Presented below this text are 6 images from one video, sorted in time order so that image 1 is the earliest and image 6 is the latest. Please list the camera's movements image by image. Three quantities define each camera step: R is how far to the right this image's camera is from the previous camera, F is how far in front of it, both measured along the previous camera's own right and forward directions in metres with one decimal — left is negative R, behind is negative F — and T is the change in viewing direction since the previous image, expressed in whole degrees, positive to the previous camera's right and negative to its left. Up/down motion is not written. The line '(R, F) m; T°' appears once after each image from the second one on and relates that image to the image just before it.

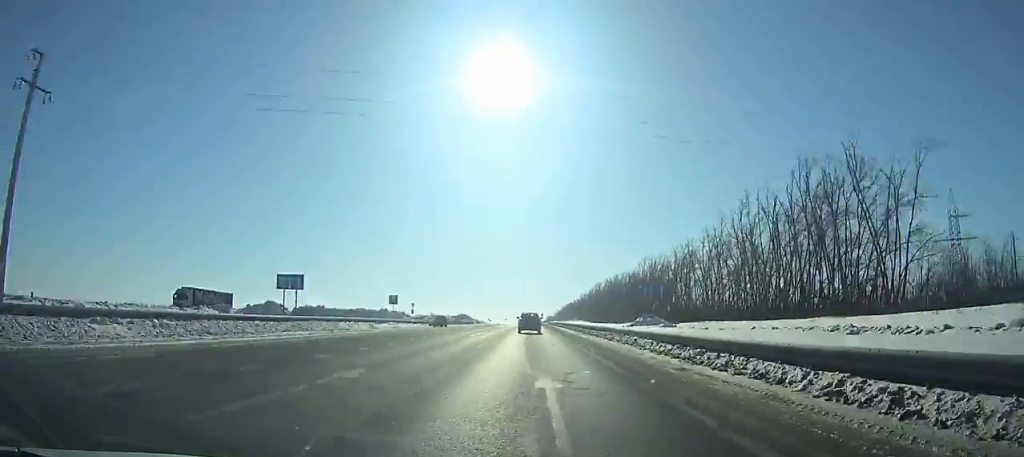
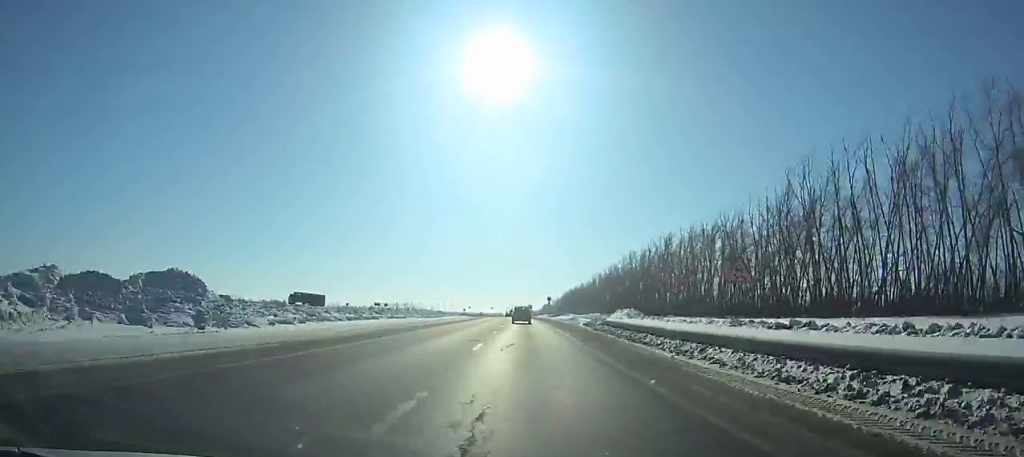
(+0.3, +119.5) m; 0°
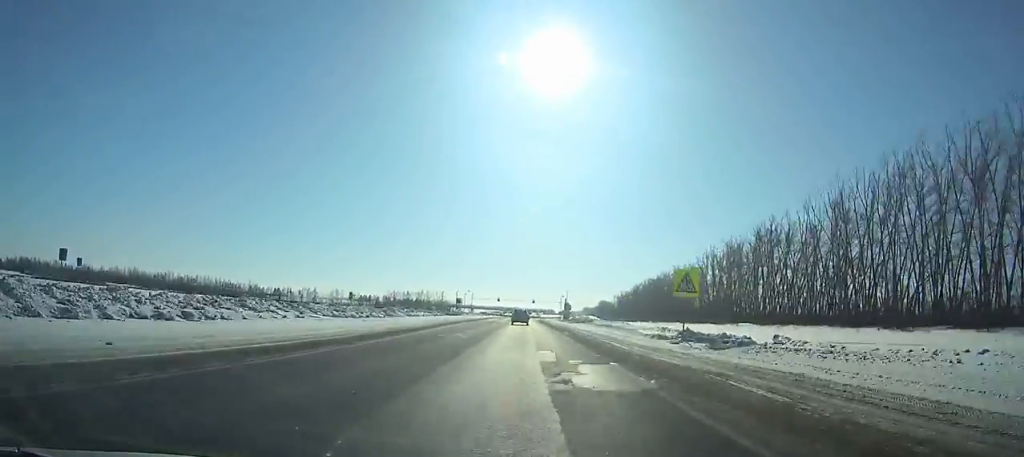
(-2.8, +140.6) m; -3°
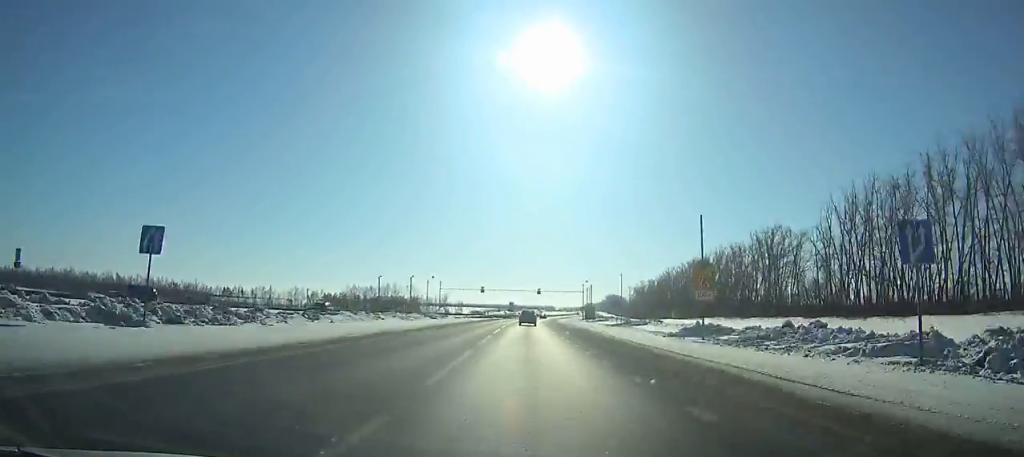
(-1.6, +90.9) m; -1°
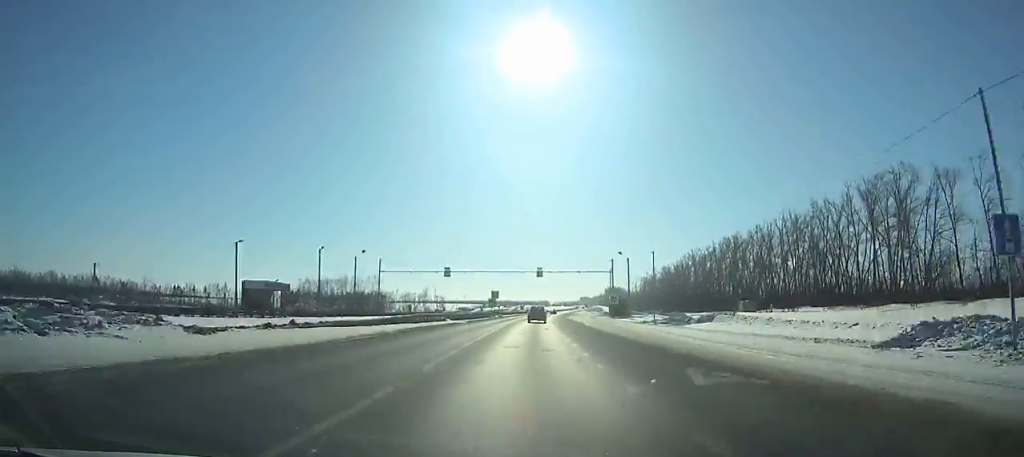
(0.0, +58.1) m; +1°
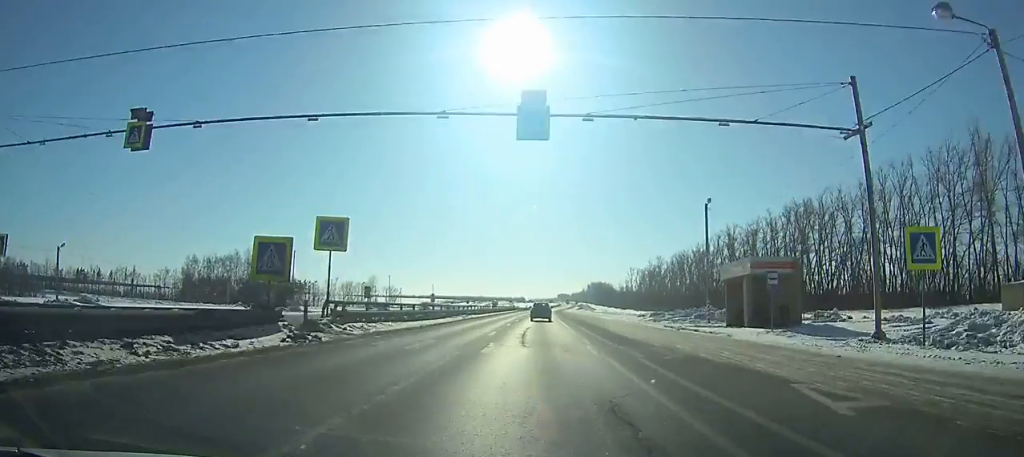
(+0.7, +72.6) m; +2°
